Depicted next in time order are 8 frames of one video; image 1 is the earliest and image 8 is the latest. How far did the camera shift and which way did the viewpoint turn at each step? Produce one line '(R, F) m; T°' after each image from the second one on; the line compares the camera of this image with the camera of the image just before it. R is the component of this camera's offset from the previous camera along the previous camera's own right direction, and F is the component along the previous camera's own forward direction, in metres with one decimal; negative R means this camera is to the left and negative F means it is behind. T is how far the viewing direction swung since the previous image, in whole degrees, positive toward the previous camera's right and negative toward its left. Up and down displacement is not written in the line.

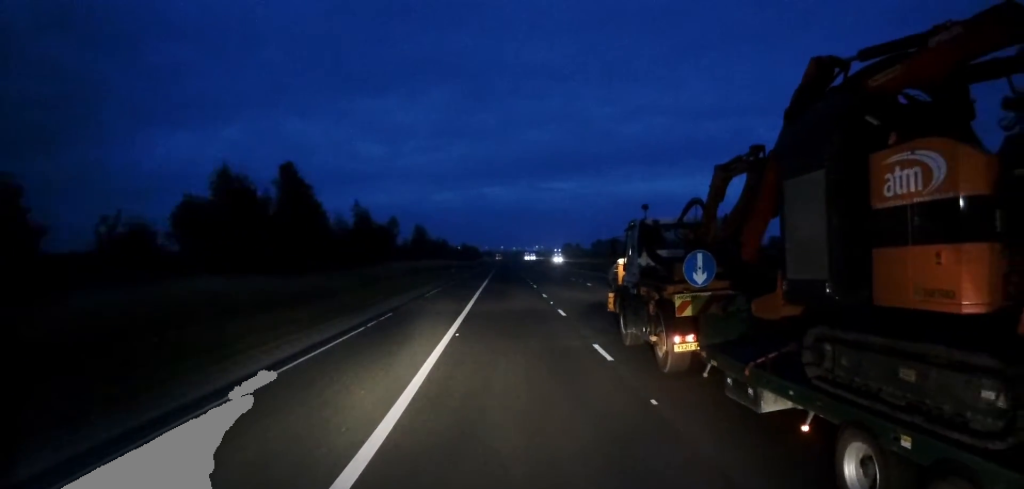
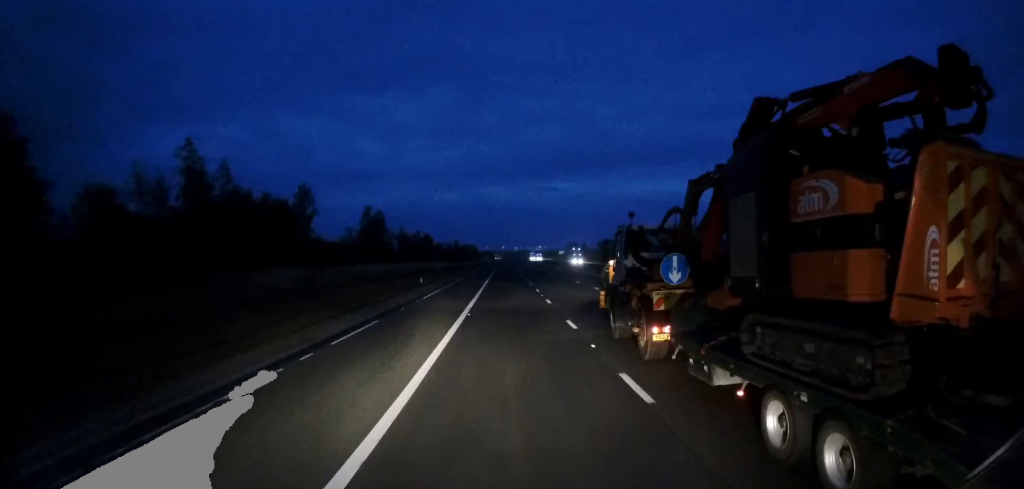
(+0.2, +30.2) m; +1°
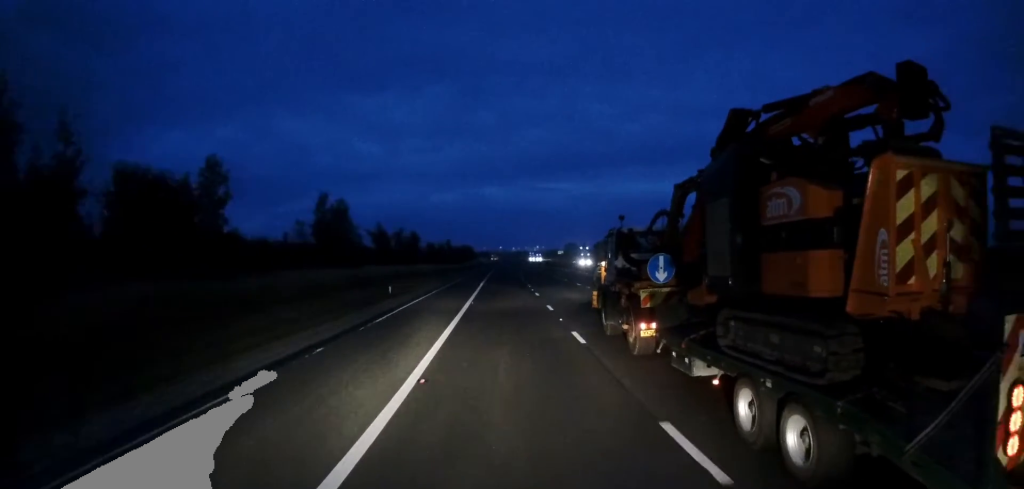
(+0.2, +11.9) m; 0°
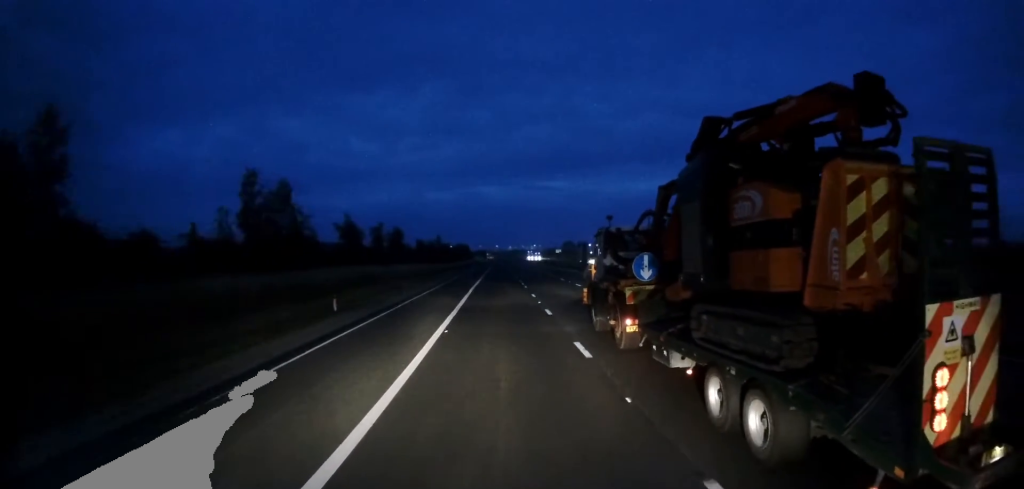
(-0.1, +11.1) m; 0°
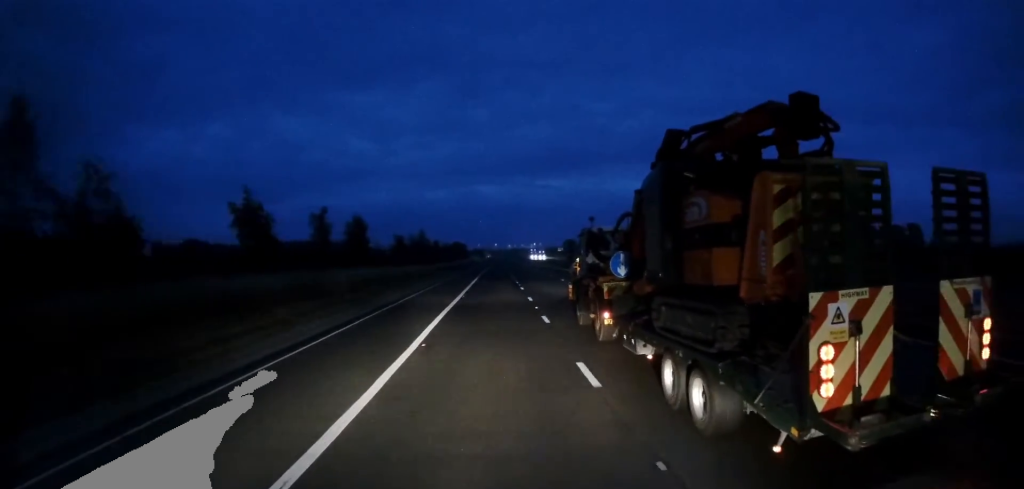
(-0.1, +20.6) m; 0°
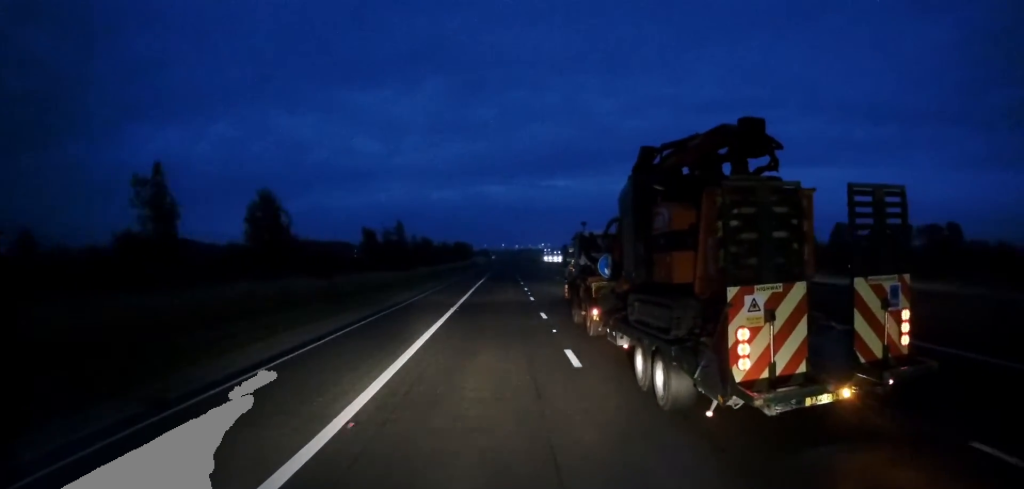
(0.0, +24.5) m; 0°
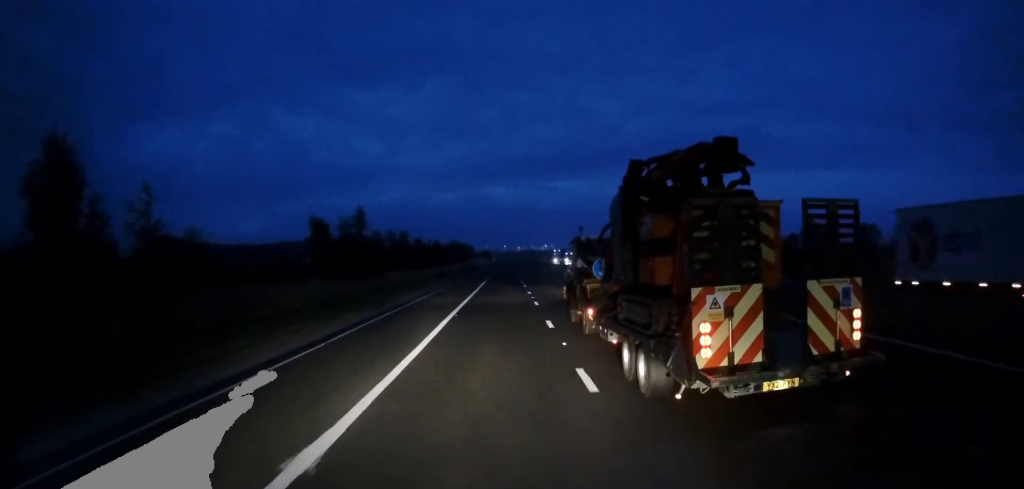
(0.0, +19.0) m; 0°
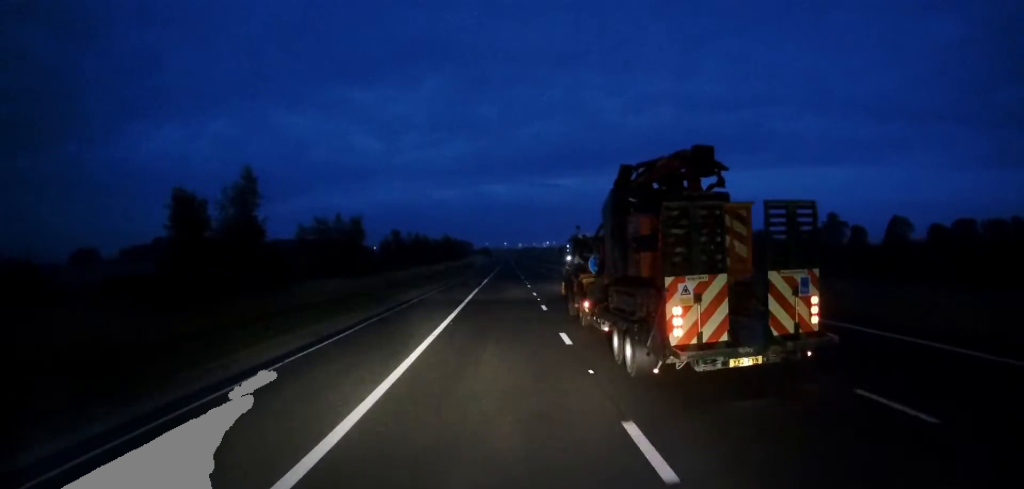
(0.0, +21.4) m; 0°
